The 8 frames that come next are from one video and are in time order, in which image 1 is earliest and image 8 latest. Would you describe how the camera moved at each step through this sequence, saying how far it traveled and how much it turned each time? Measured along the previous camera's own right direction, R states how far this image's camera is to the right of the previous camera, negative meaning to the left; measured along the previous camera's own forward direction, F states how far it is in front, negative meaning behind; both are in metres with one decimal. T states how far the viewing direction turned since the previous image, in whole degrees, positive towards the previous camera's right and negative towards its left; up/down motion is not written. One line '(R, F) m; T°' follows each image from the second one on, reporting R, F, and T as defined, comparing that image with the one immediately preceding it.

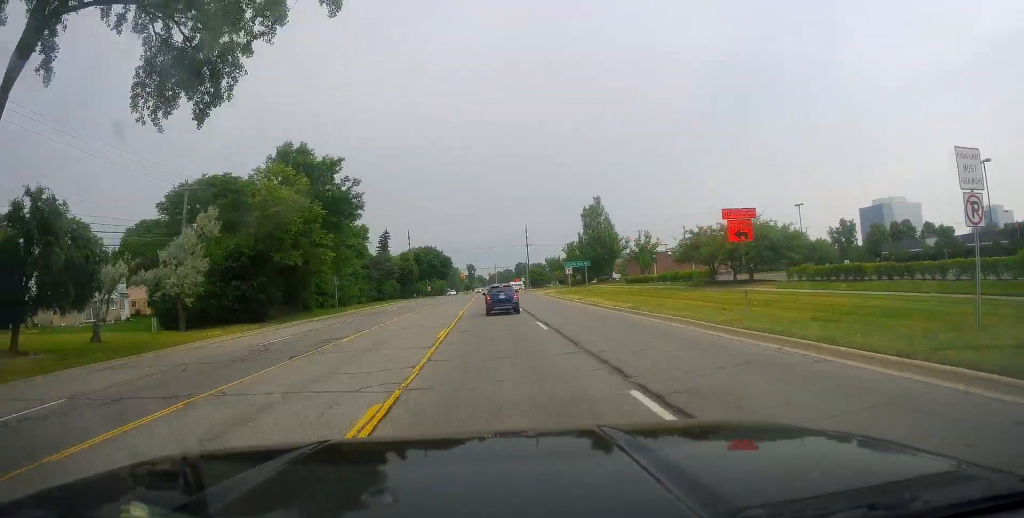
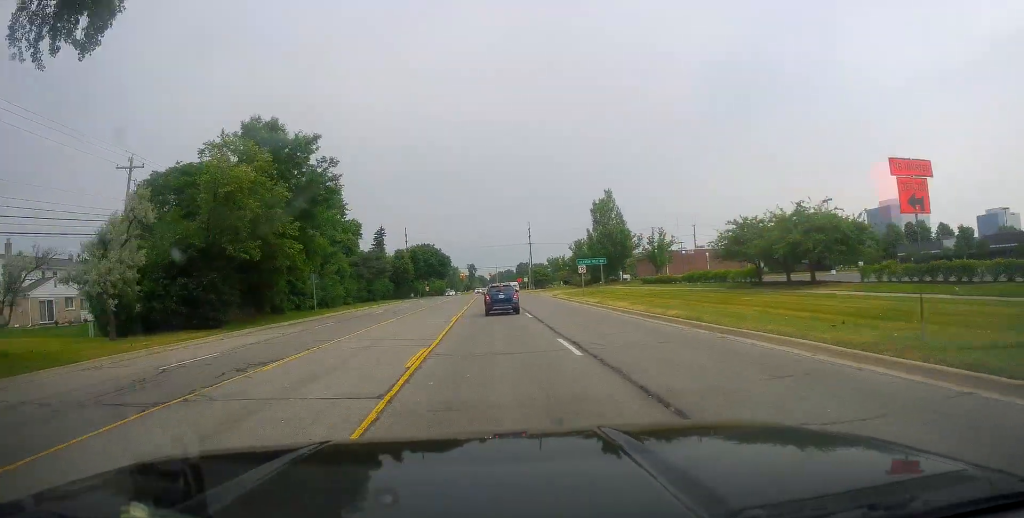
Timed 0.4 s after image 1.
(-0.3, +7.7) m; 0°
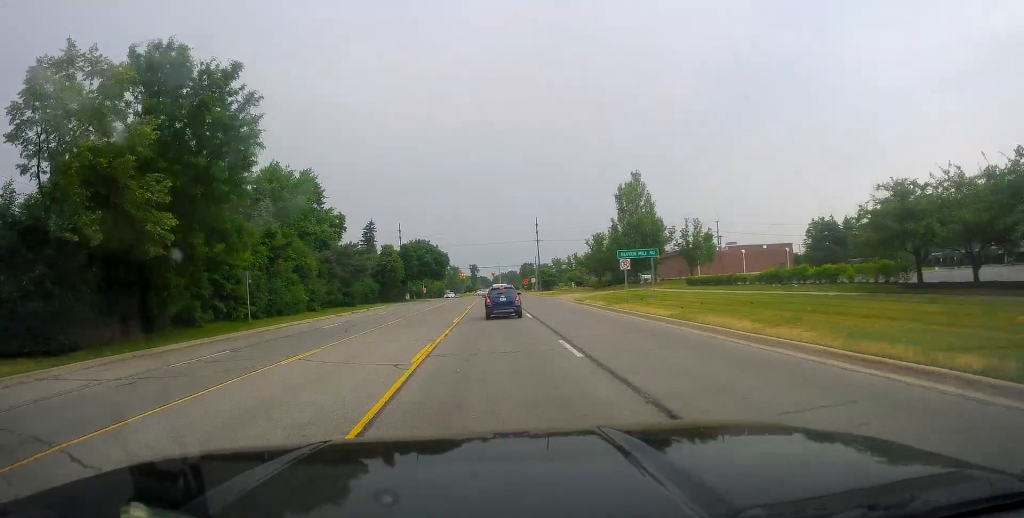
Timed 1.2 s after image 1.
(+0.6, +15.0) m; +1°
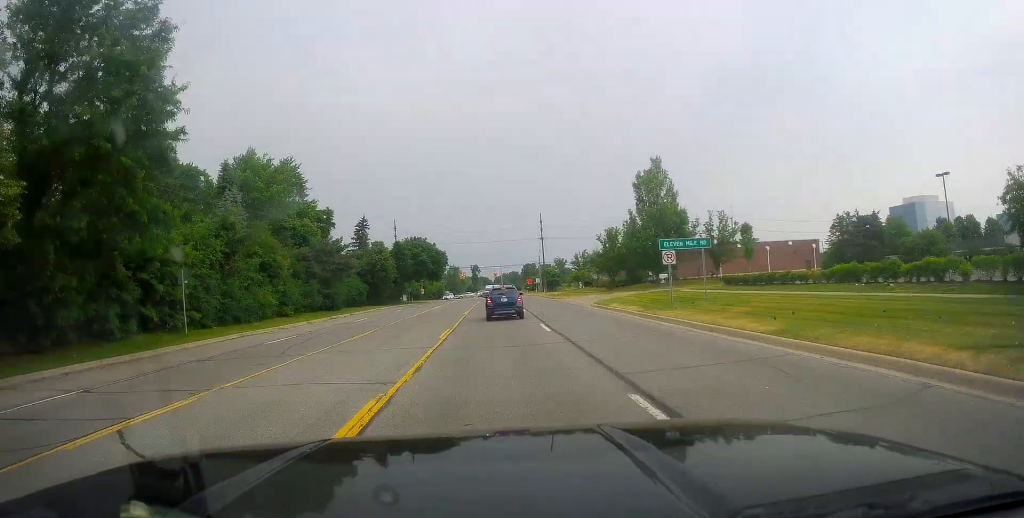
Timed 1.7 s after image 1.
(0.0, +8.5) m; 0°
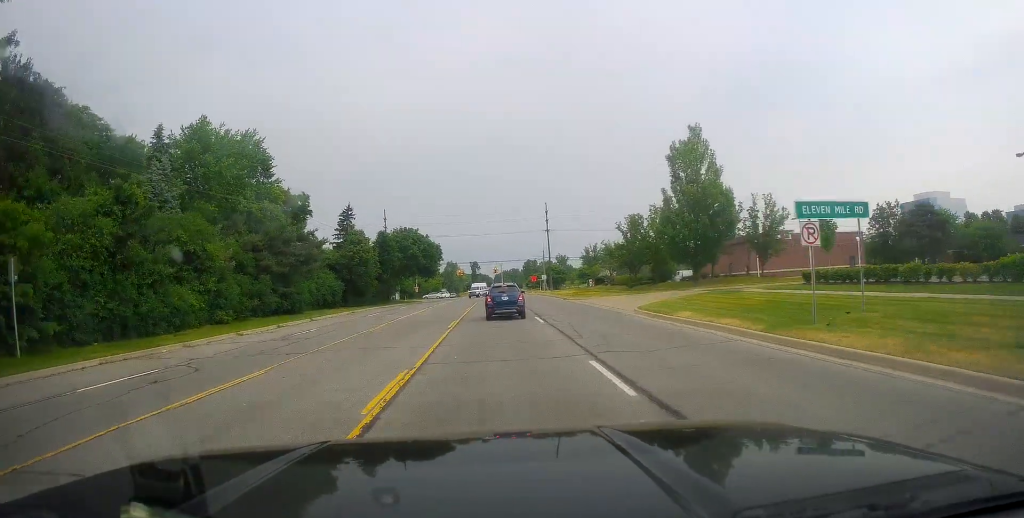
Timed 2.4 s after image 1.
(-0.3, +12.4) m; 0°
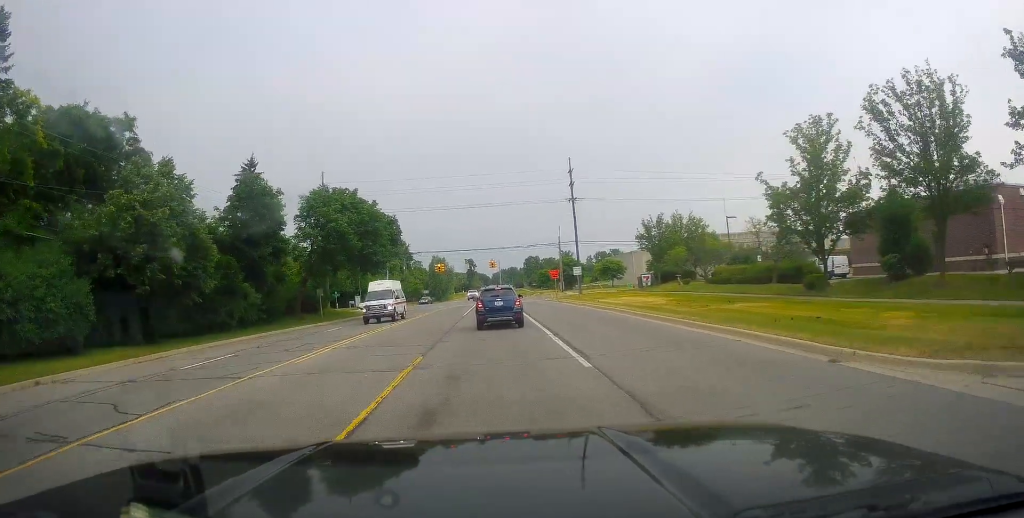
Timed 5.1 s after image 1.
(-0.1, +42.3) m; -2°
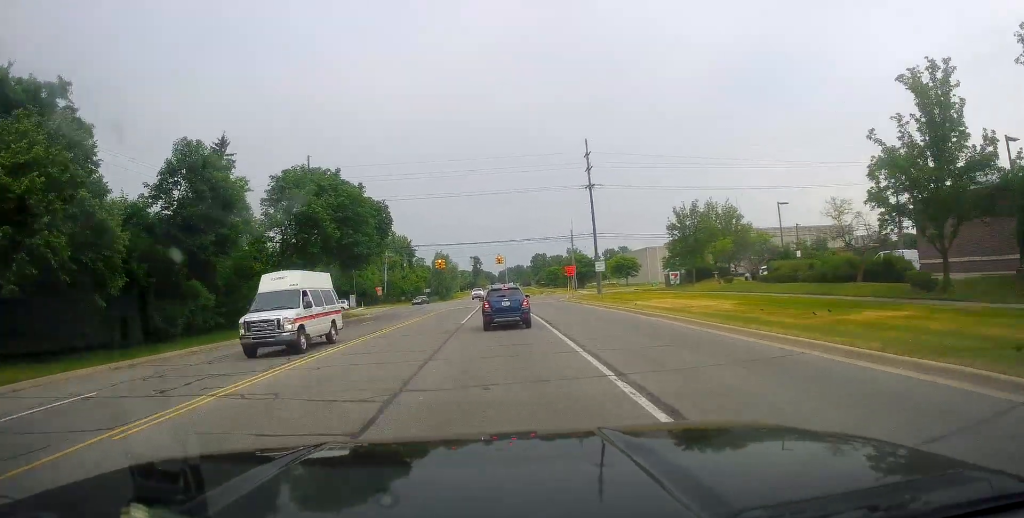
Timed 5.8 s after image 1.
(+0.1, +9.3) m; 0°
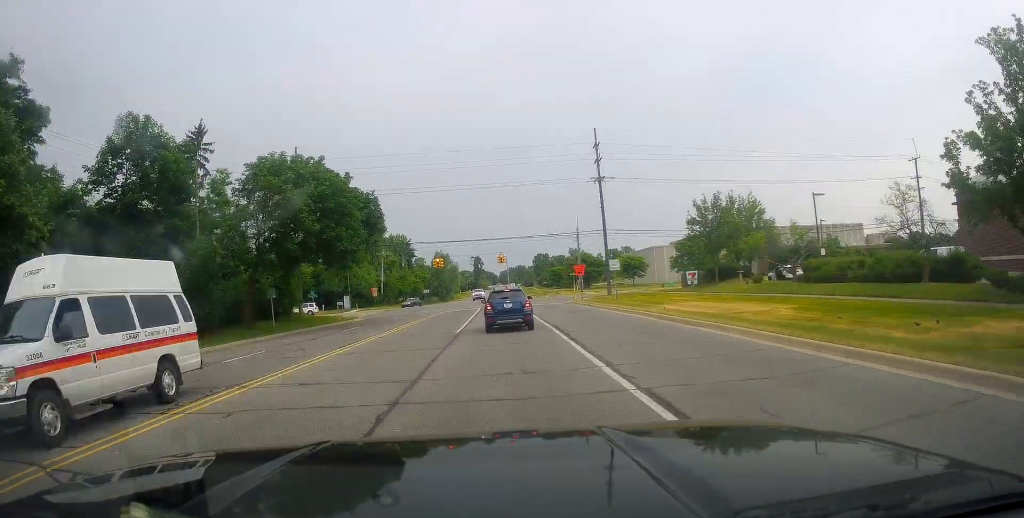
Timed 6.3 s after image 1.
(+0.4, +5.6) m; 0°
